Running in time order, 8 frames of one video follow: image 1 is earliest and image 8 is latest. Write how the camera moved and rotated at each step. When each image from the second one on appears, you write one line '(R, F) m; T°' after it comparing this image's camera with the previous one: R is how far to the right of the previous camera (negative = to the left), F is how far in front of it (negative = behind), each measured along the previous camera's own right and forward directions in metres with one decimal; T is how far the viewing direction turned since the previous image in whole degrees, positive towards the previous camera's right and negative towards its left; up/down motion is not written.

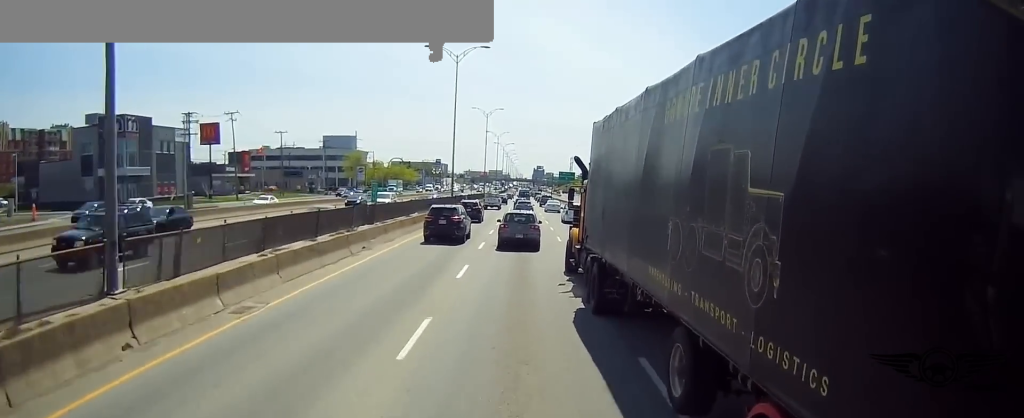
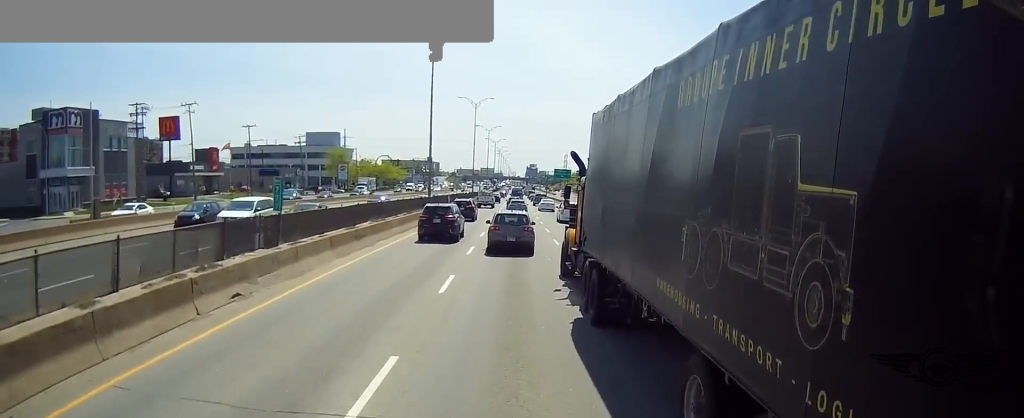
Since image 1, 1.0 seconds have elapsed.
(+0.2, +11.5) m; -2°
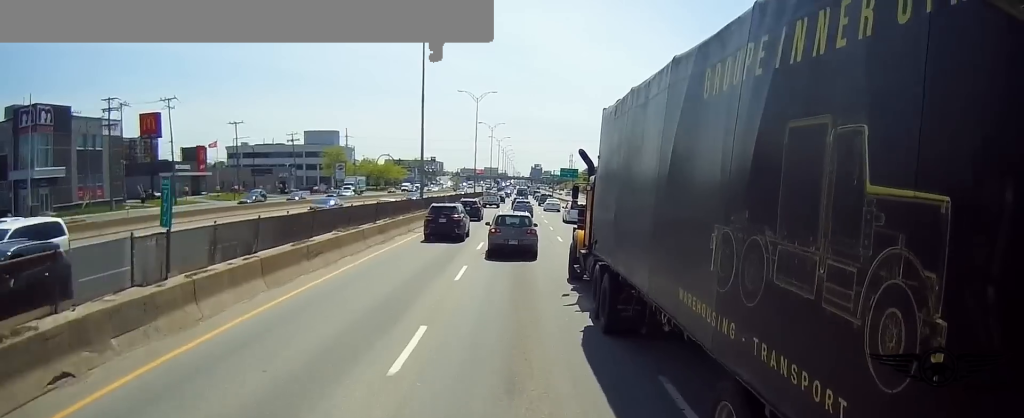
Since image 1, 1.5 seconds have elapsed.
(-0.4, +6.9) m; -1°
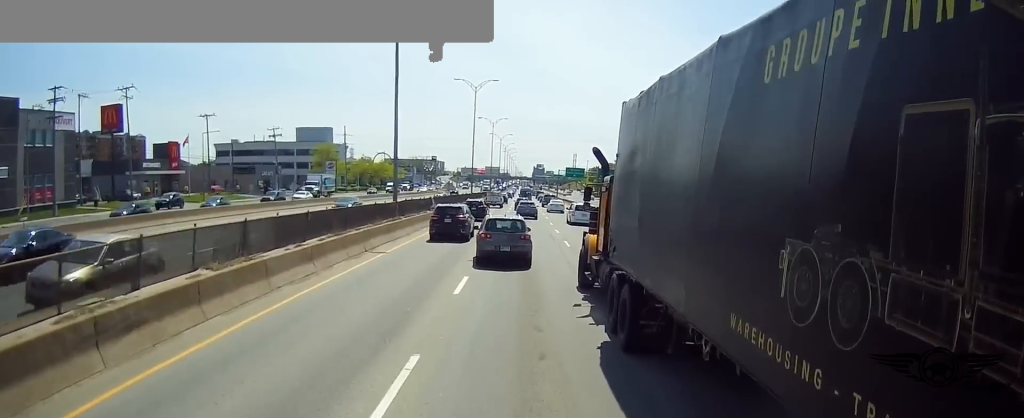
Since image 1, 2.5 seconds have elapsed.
(+0.1, +11.0) m; +2°
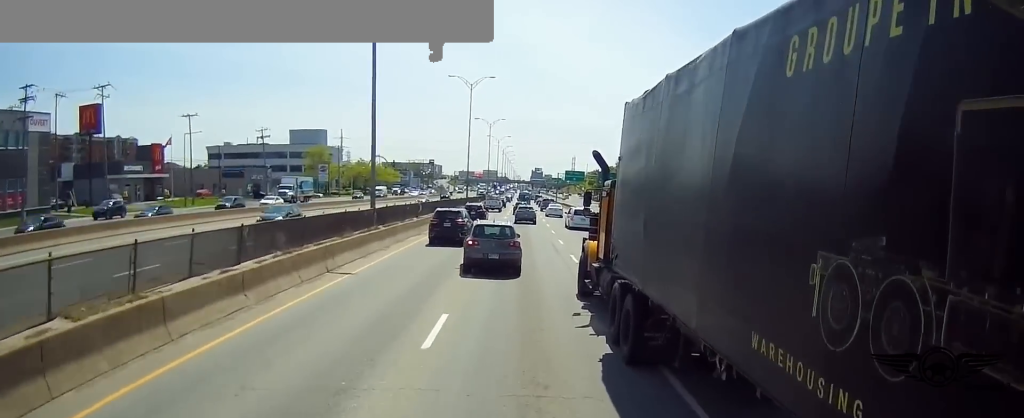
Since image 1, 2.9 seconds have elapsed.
(0.0, +5.1) m; +1°
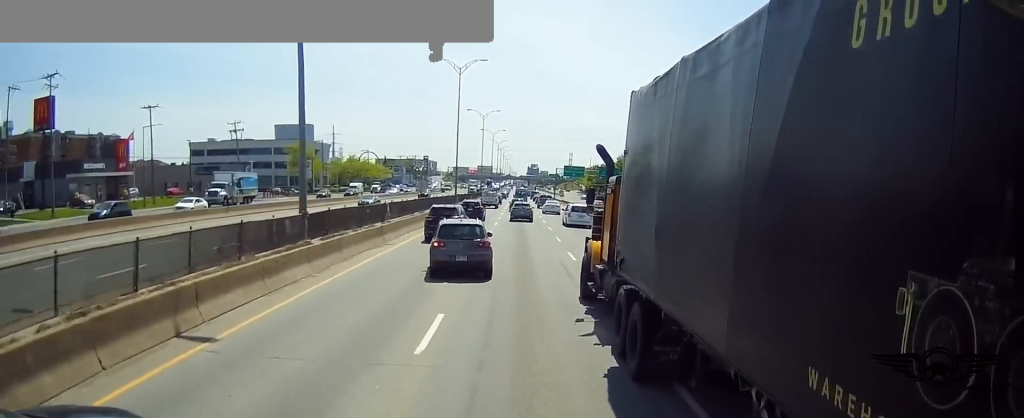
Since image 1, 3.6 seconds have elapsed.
(+0.2, +9.8) m; 0°
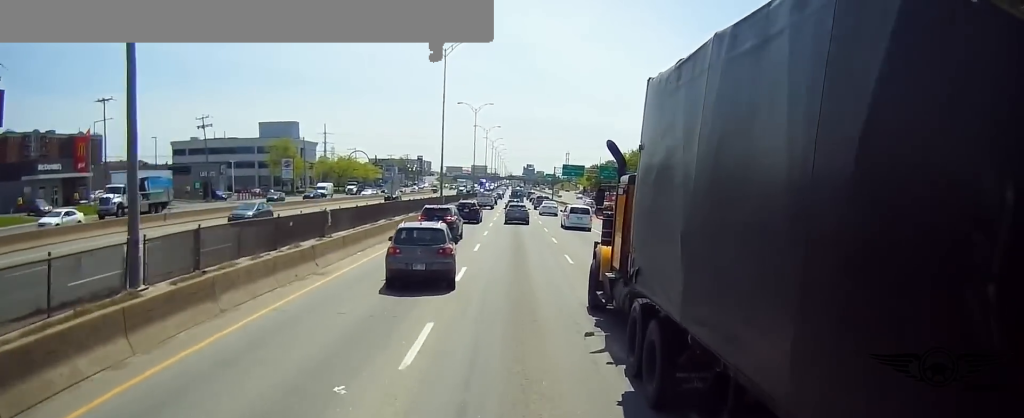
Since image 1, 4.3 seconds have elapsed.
(-0.1, +9.9) m; -1°
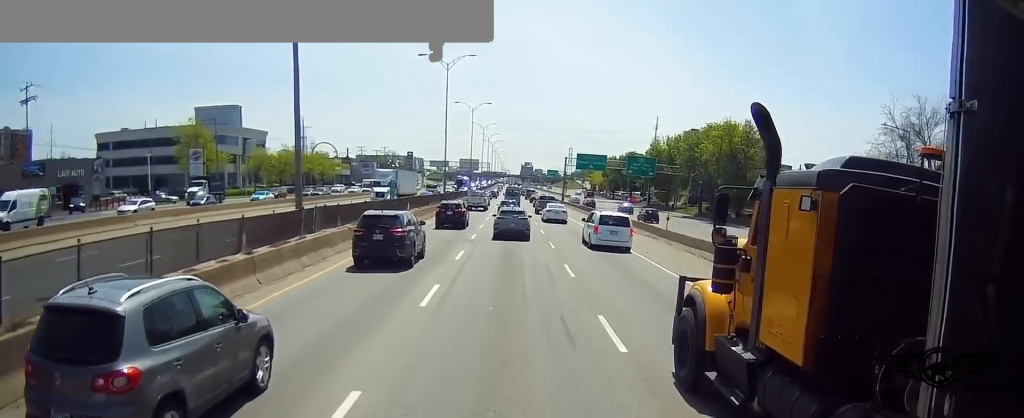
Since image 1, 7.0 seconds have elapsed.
(-0.4, +39.4) m; -1°
